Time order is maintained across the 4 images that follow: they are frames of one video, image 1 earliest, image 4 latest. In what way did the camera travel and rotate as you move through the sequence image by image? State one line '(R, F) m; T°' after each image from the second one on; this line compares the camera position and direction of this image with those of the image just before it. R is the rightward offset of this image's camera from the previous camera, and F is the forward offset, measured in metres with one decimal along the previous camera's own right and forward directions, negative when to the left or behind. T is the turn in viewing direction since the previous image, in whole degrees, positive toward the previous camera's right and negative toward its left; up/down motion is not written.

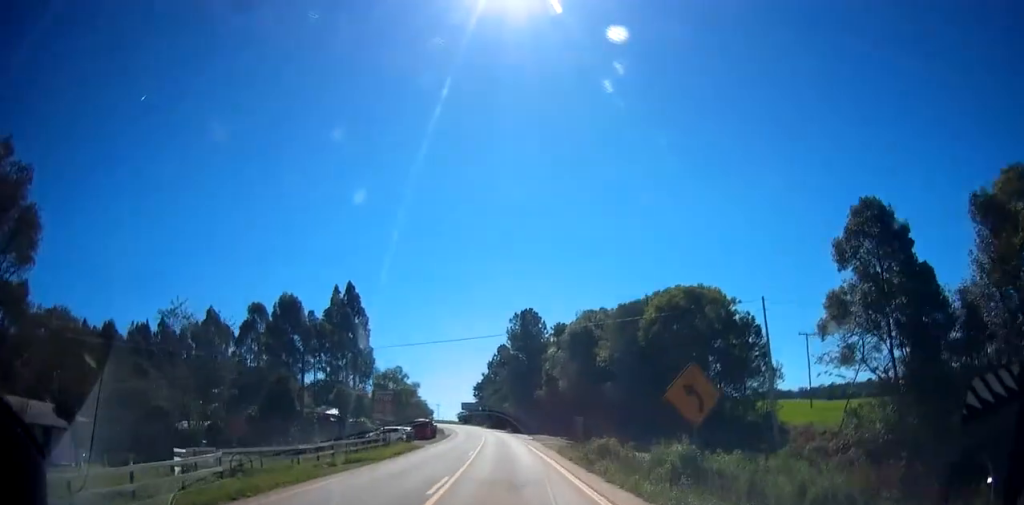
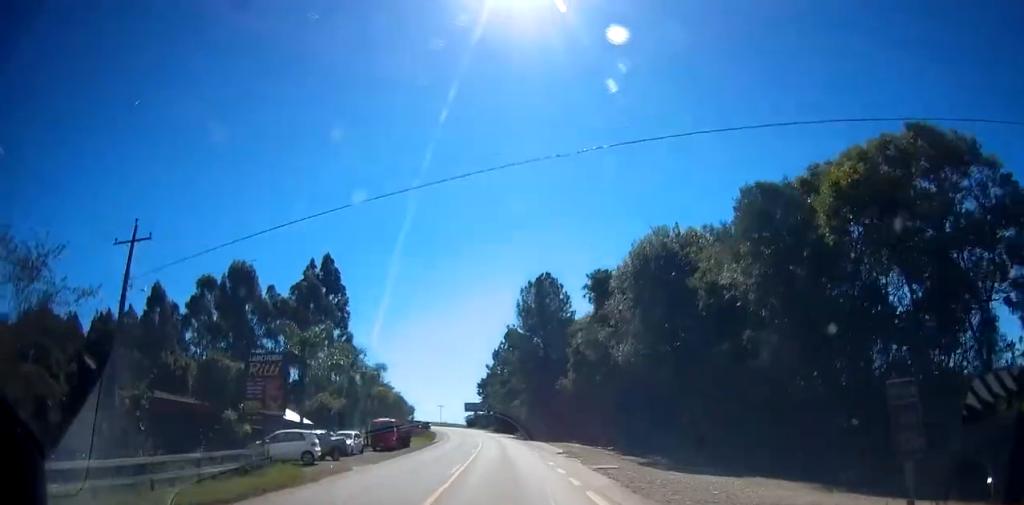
(+0.3, +27.2) m; 0°
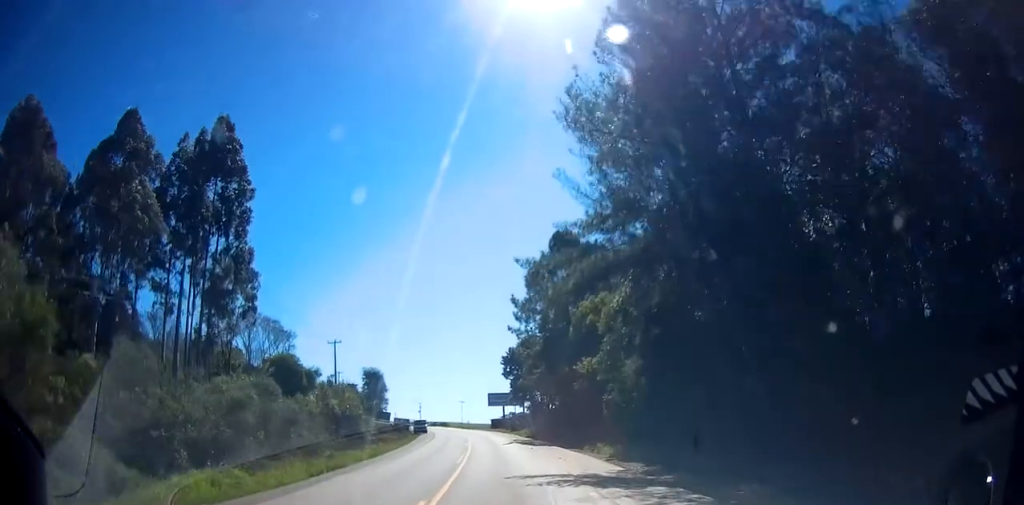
(-1.0, +61.1) m; -2°
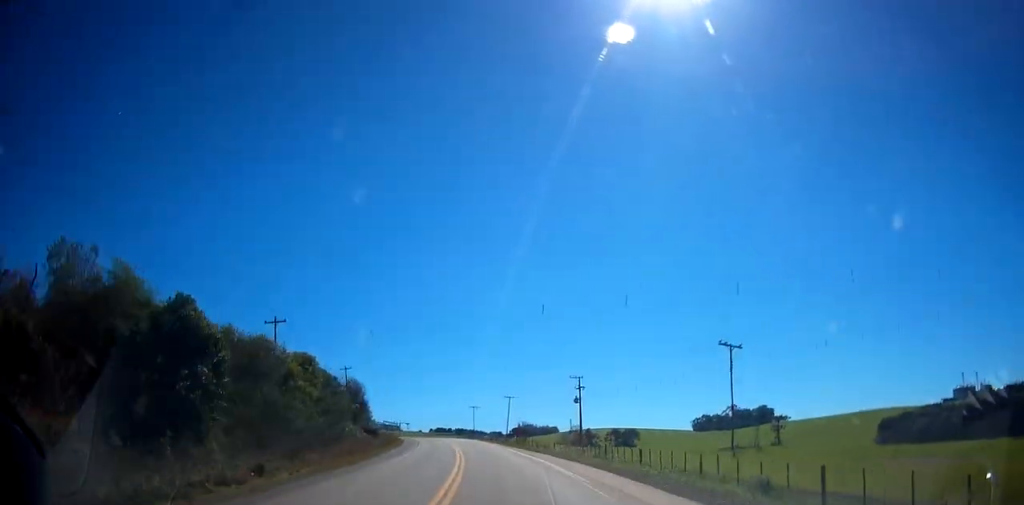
(-15.0, +155.1) m; -14°
